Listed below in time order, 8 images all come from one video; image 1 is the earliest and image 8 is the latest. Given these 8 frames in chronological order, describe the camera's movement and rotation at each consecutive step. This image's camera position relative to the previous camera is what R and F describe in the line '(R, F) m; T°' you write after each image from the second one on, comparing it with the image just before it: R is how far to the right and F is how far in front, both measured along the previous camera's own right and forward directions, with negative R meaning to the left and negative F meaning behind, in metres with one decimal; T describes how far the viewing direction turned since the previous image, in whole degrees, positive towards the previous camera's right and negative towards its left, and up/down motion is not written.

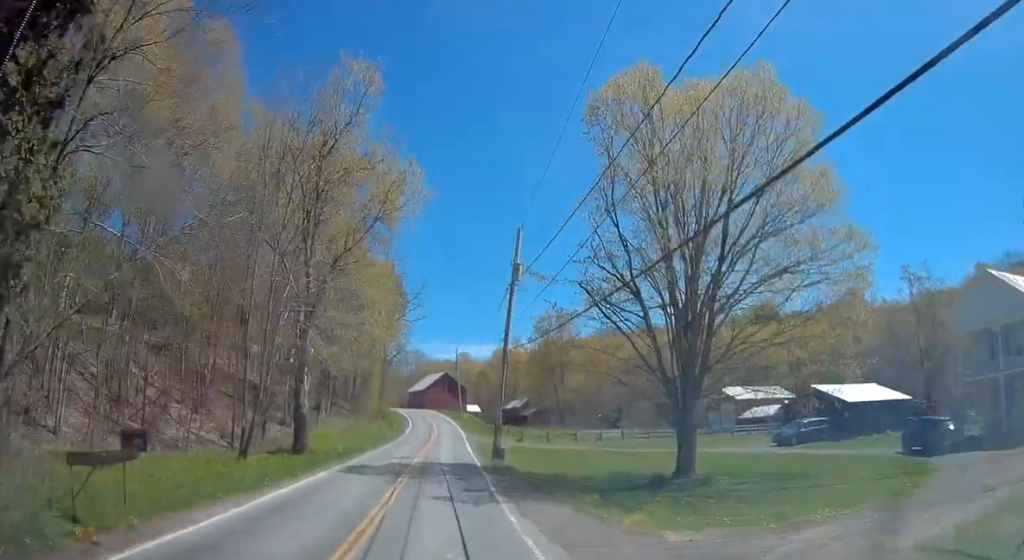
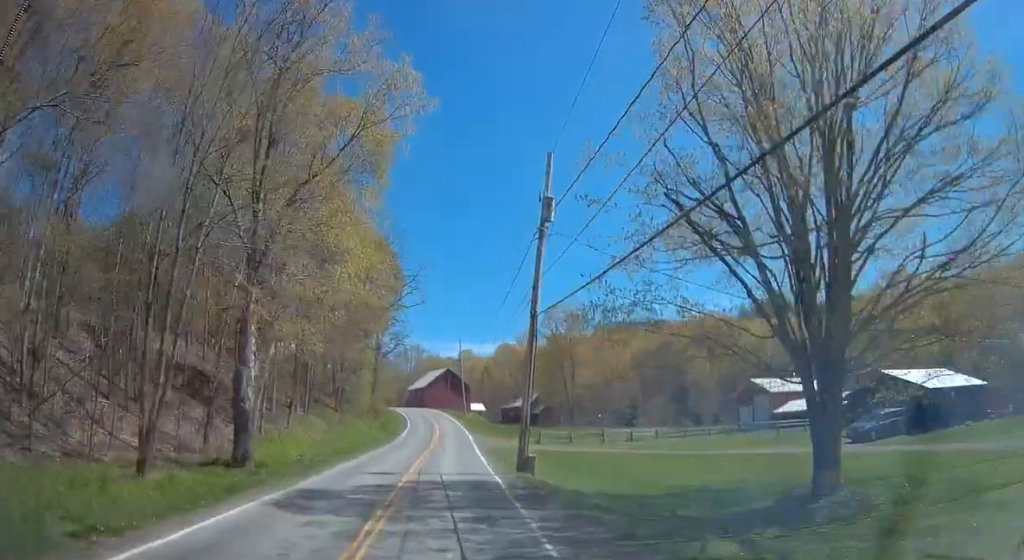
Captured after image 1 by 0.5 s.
(-0.1, +9.1) m; 0°
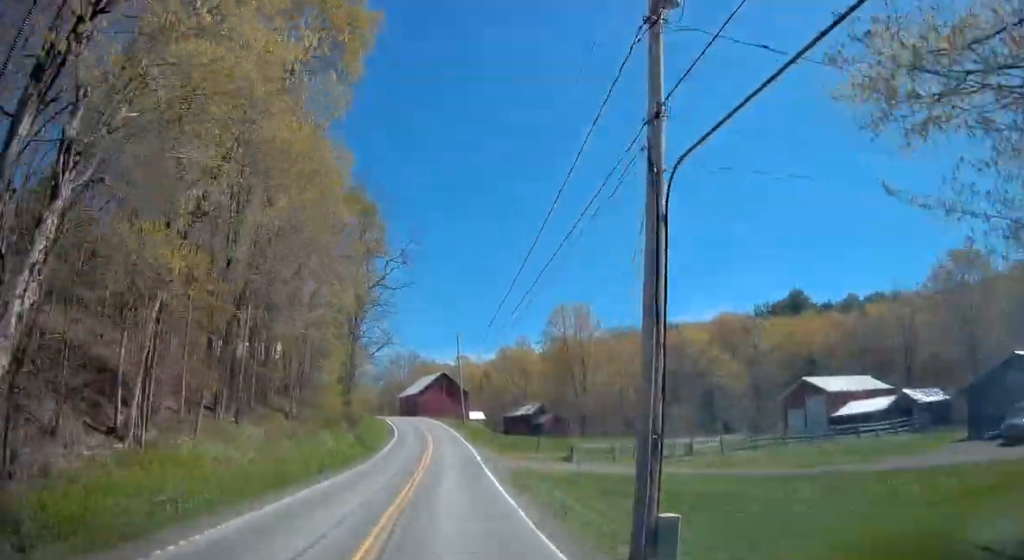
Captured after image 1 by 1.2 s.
(+0.2, +13.3) m; 0°
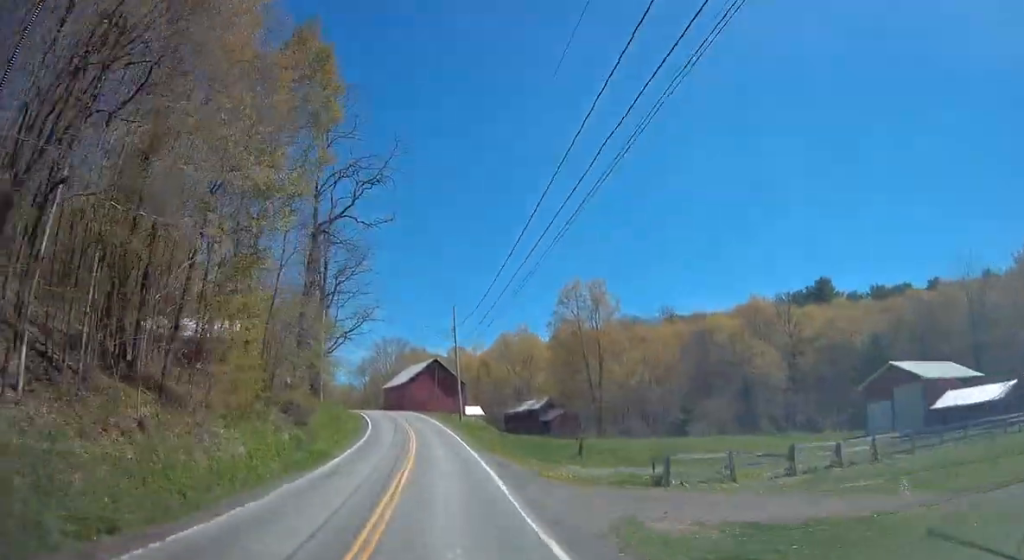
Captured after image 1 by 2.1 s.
(-0.1, +16.2) m; 0°
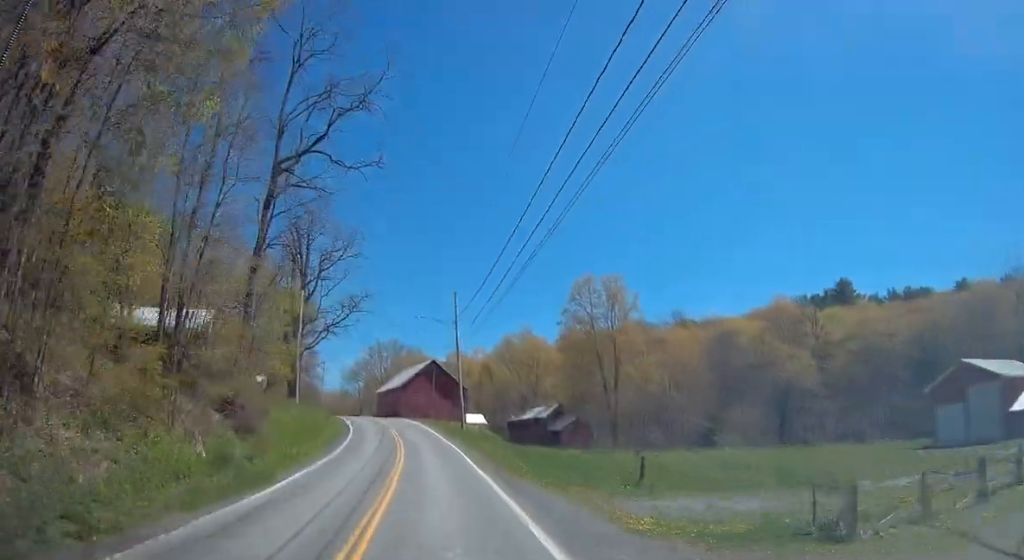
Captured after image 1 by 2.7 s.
(-0.1, +9.5) m; 0°
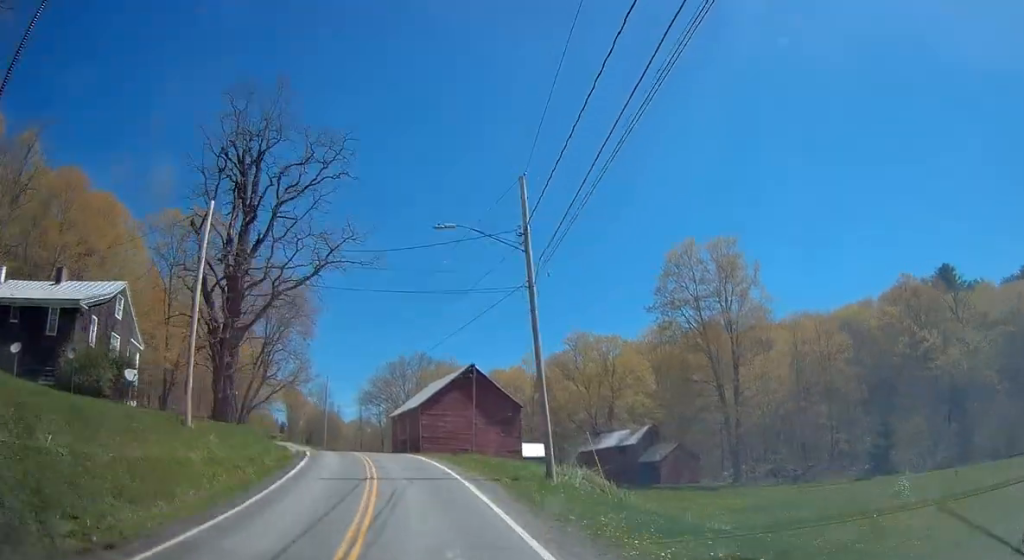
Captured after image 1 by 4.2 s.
(-0.2, +27.0) m; -2°
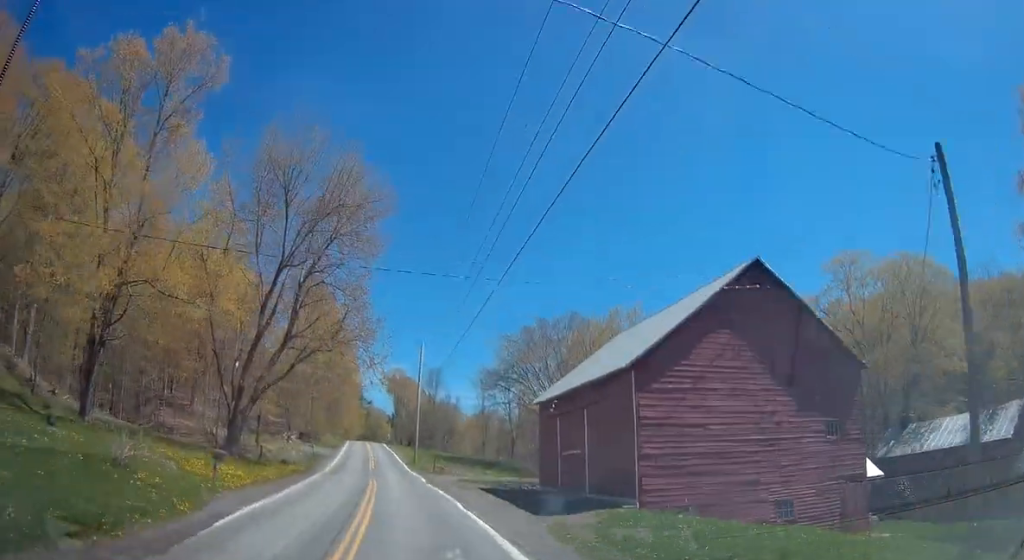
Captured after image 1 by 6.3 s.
(-2.8, +35.1) m; -10°
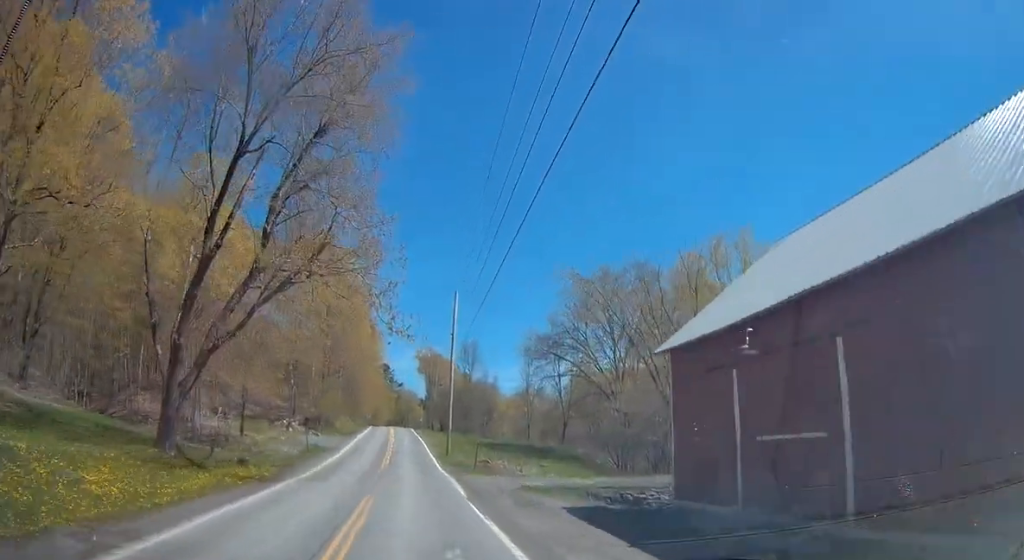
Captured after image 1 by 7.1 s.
(-0.5, +13.9) m; -4°
